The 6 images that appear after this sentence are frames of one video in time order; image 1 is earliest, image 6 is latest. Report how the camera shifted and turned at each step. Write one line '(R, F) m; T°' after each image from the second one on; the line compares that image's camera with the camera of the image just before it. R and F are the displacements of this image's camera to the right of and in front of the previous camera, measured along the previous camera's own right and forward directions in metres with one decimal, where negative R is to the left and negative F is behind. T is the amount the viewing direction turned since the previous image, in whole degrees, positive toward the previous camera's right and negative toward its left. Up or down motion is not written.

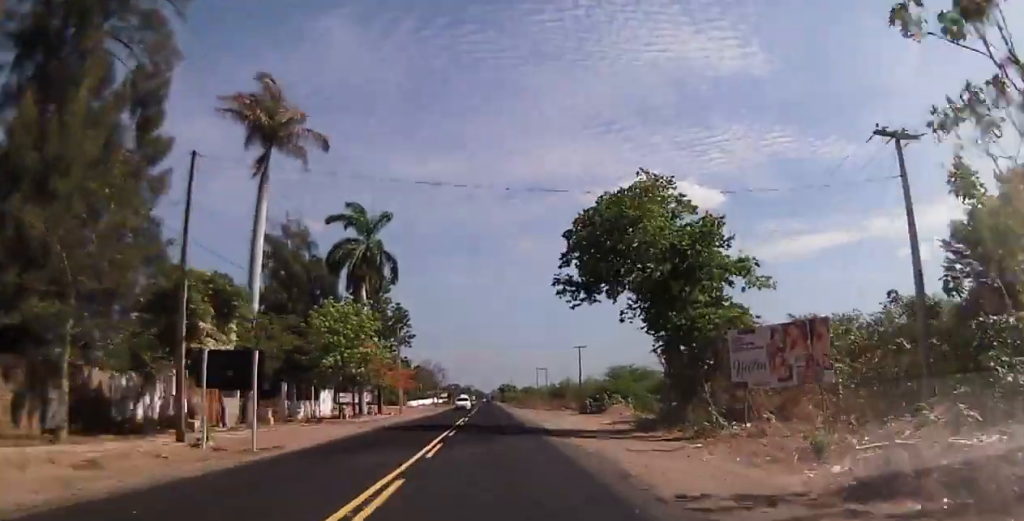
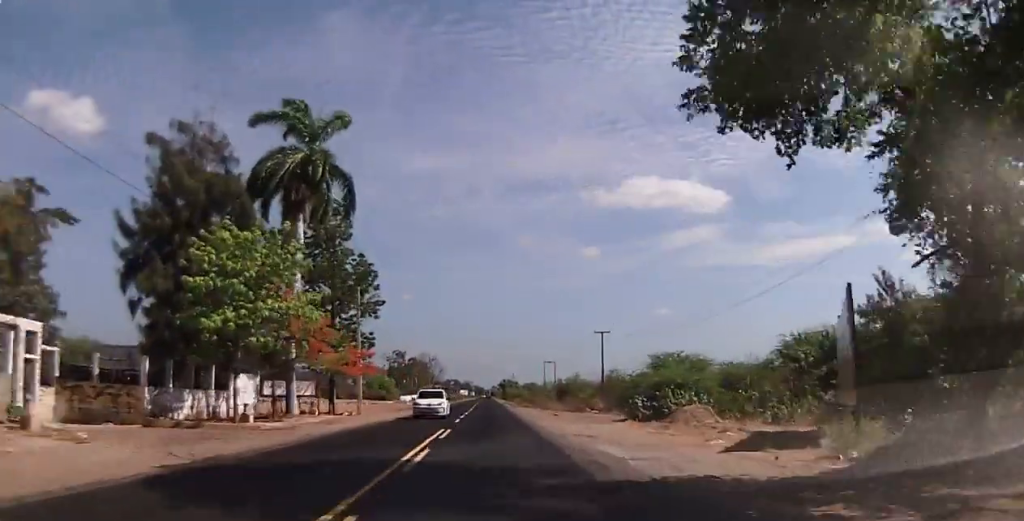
(+0.1, +18.9) m; -1°
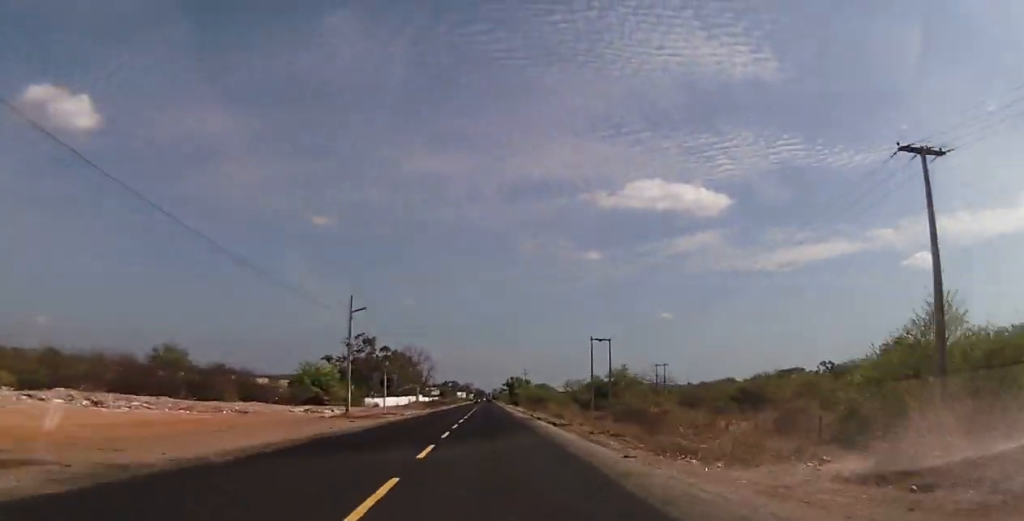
(-0.3, +63.4) m; -1°
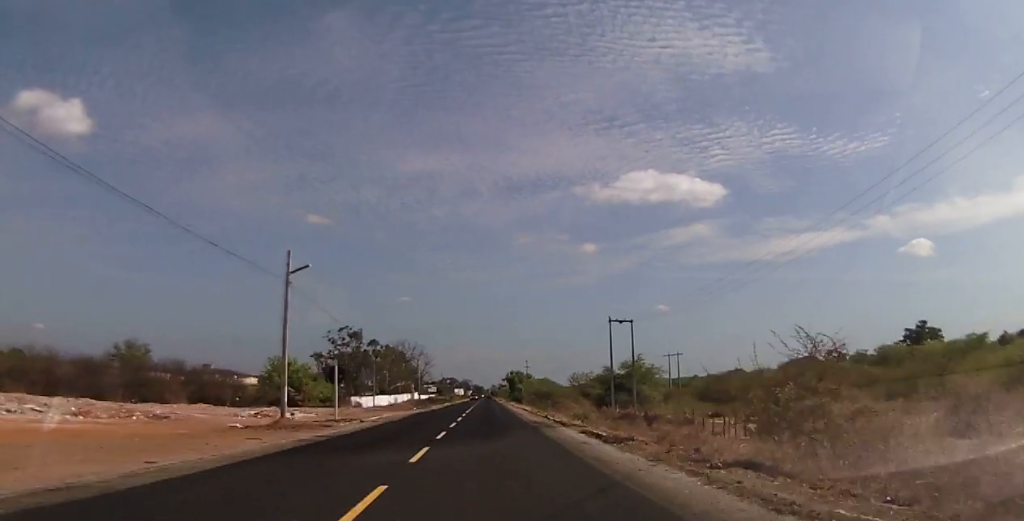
(-0.1, +14.0) m; +2°
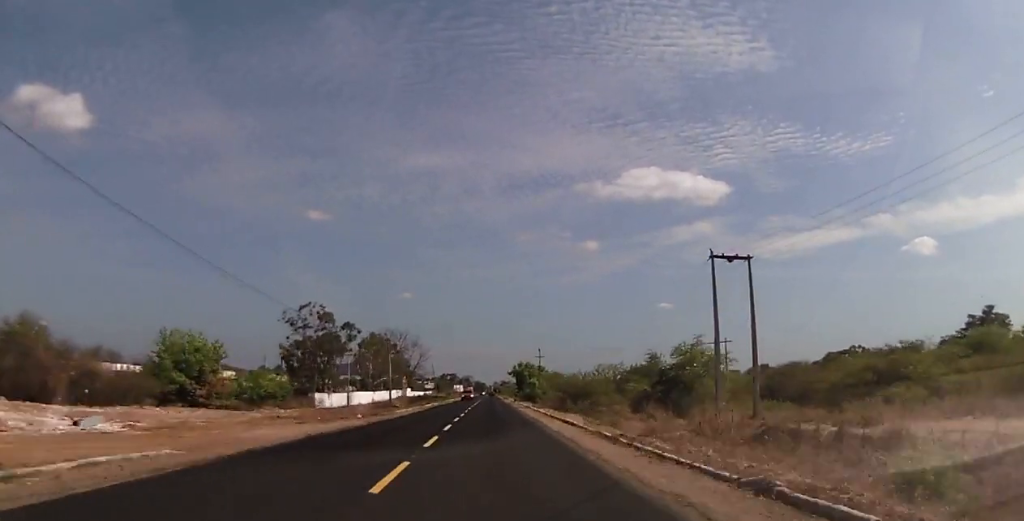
(+0.4, +30.6) m; 0°
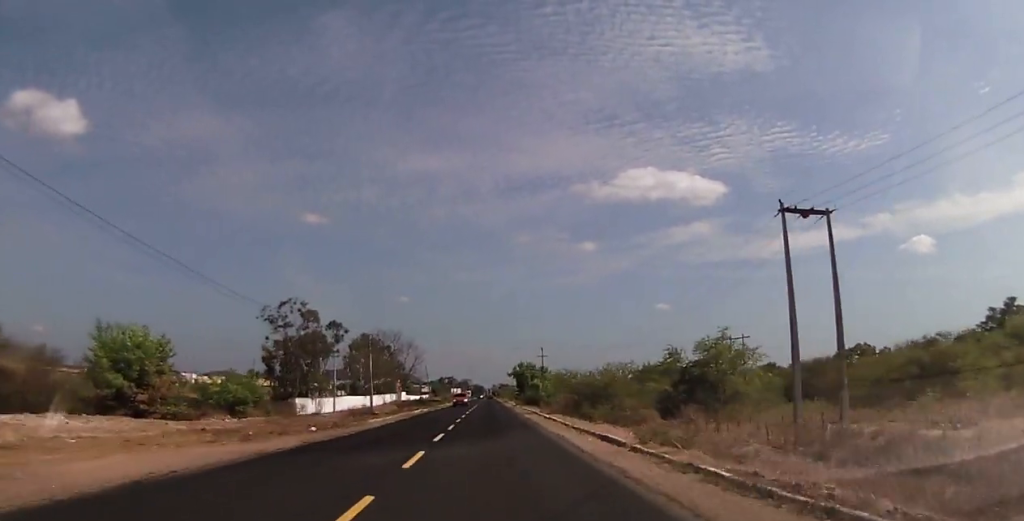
(-0.3, +9.9) m; 0°
